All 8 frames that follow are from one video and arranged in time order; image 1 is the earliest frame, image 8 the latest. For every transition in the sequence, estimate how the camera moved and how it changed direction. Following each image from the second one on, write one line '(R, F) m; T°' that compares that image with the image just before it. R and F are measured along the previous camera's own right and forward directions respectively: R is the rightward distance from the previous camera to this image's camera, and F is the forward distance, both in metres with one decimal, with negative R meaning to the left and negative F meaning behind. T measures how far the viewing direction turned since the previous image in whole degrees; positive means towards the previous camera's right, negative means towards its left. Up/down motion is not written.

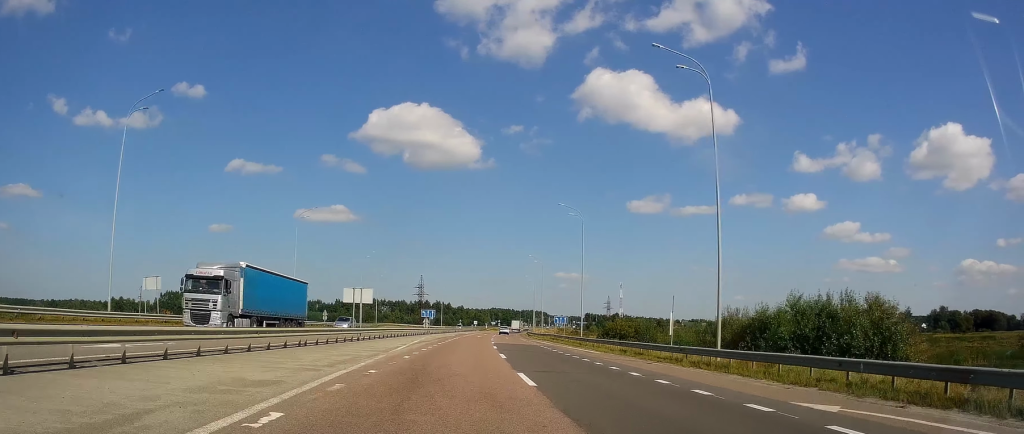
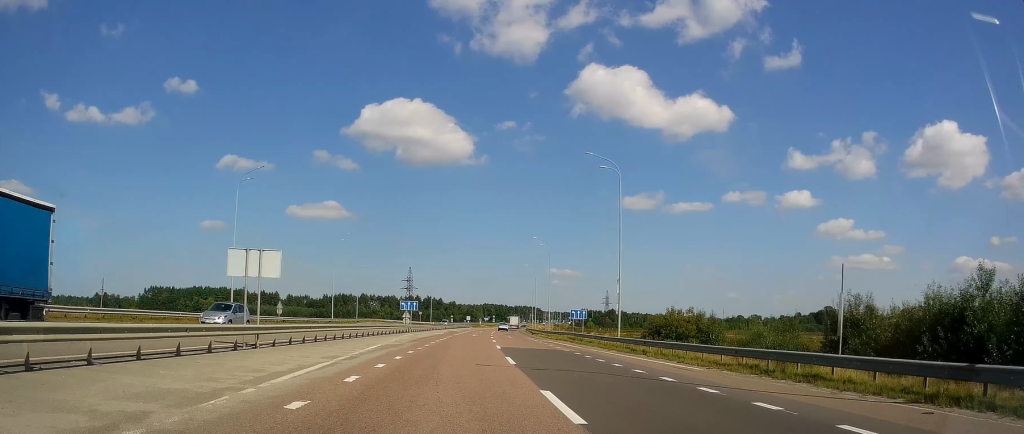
(-0.1, +18.6) m; 0°
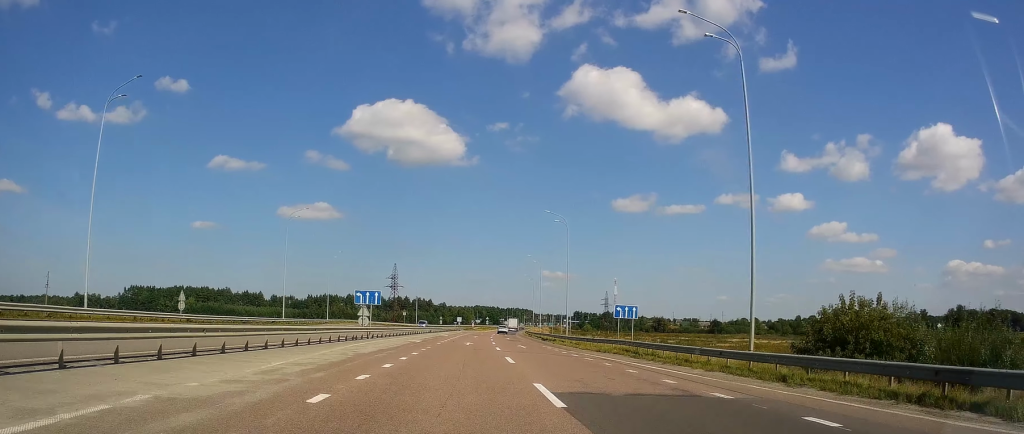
(-0.2, +22.9) m; 0°
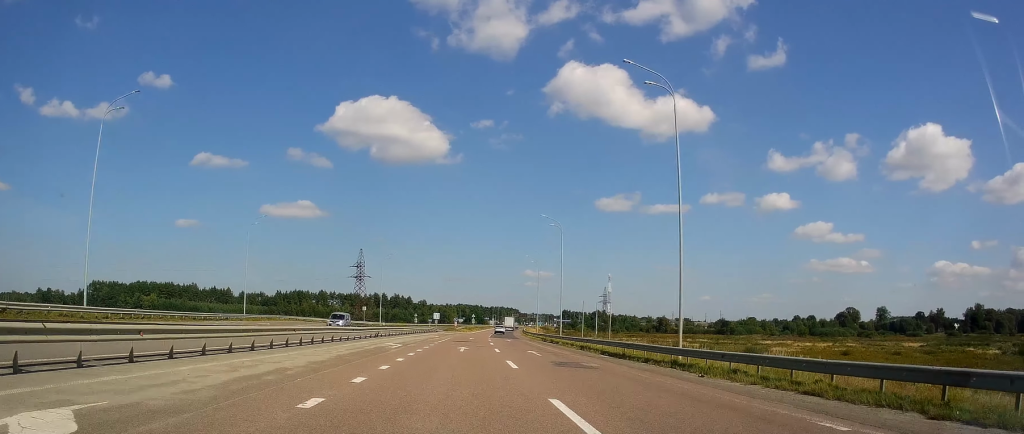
(+0.9, +40.2) m; +2°
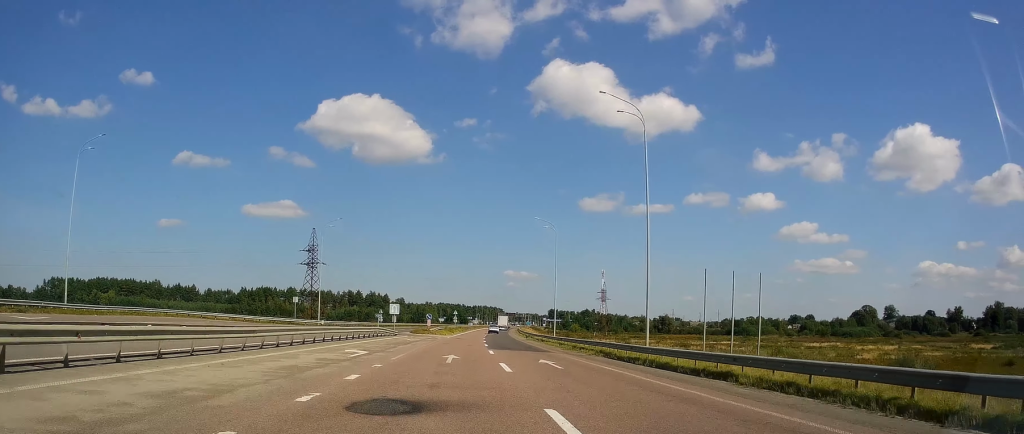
(+0.5, +38.9) m; +1°
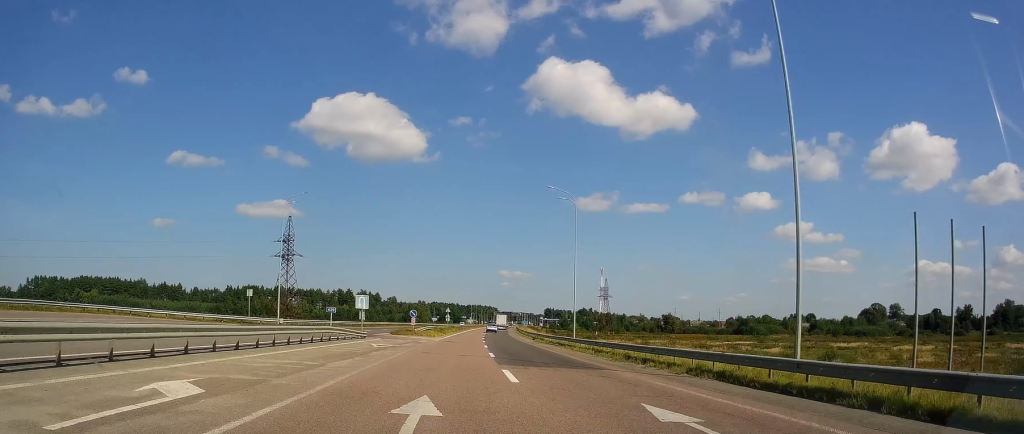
(0.0, +15.8) m; +1°
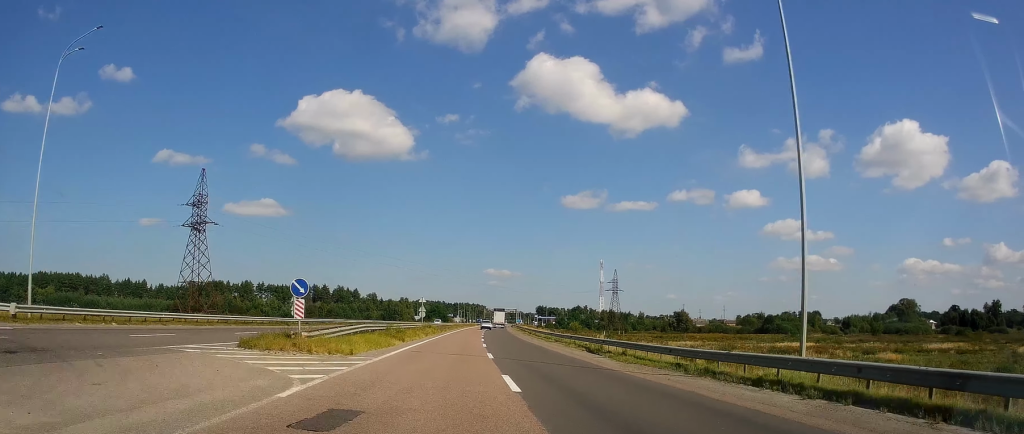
(+0.5, +40.2) m; +2°
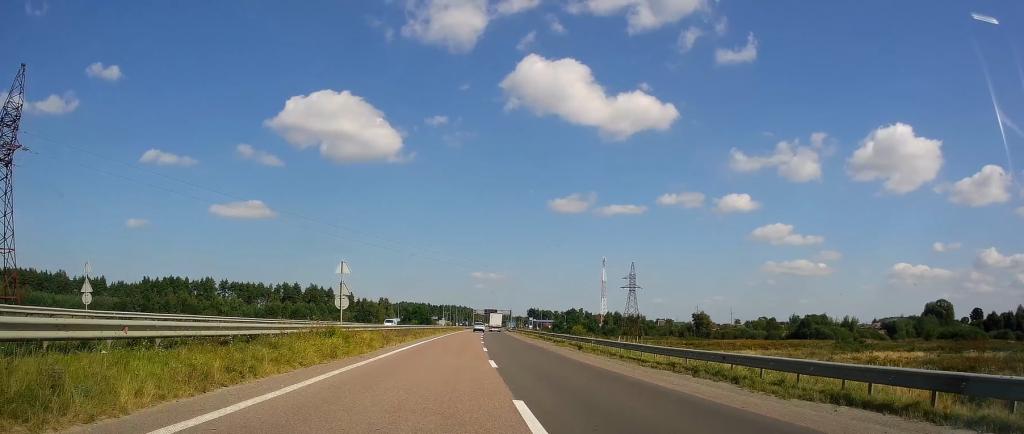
(+0.8, +42.9) m; +2°
